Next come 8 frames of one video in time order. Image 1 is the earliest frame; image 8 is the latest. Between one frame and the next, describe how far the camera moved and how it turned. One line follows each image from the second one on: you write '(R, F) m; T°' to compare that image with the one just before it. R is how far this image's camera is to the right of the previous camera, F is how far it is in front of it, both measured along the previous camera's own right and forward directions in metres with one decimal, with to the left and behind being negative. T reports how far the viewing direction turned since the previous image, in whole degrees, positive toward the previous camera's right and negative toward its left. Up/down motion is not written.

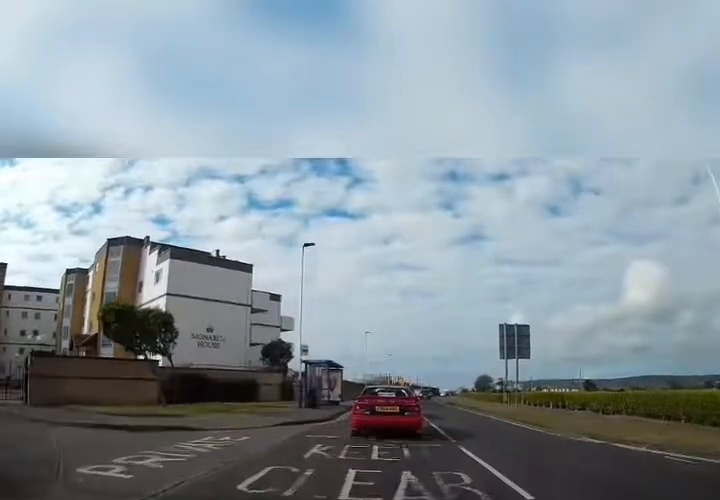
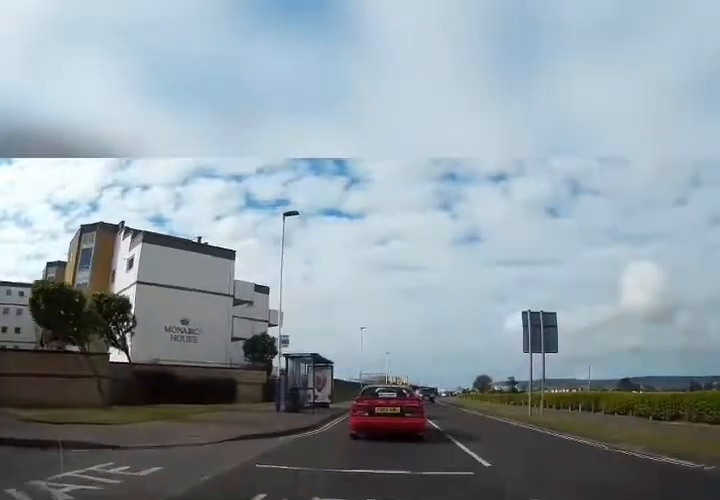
(0.0, +4.2) m; +1°
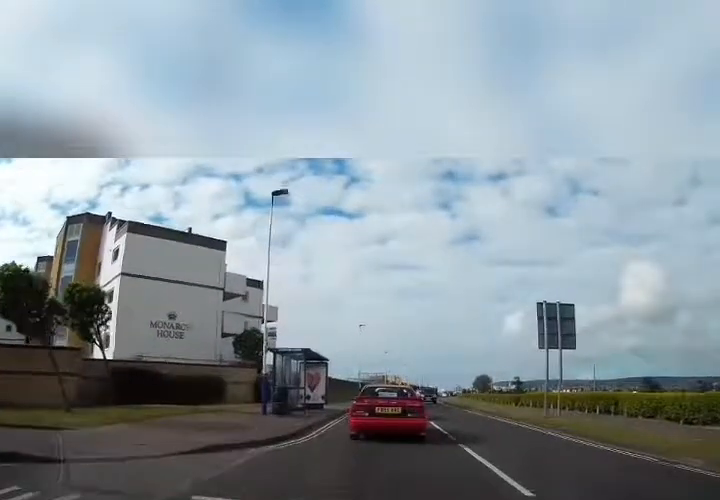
(0.0, +2.0) m; 0°
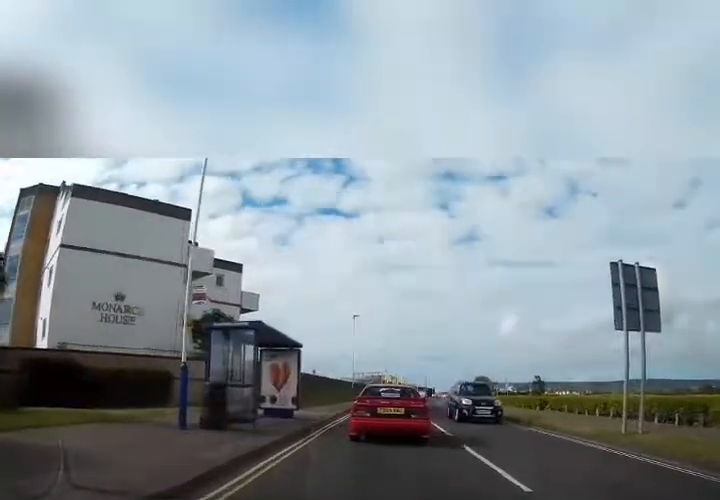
(-0.3, +6.5) m; -4°
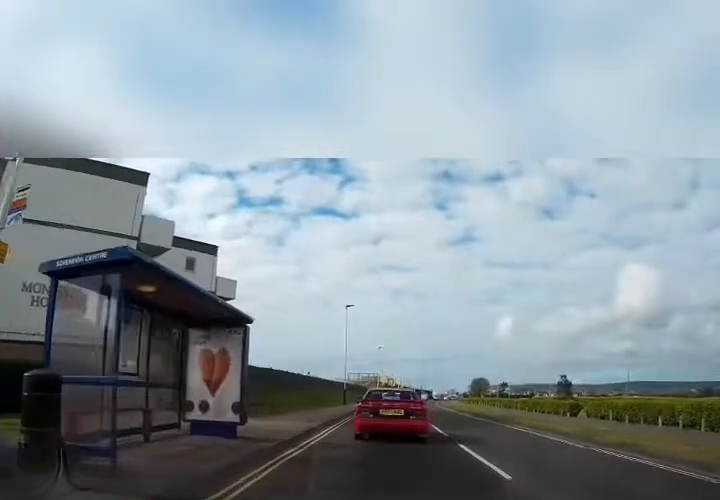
(+0.5, +5.6) m; +4°
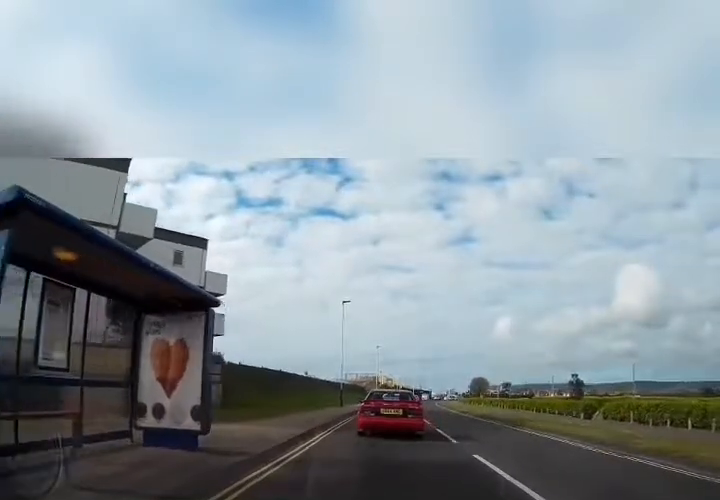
(-0.2, +2.0) m; -3°
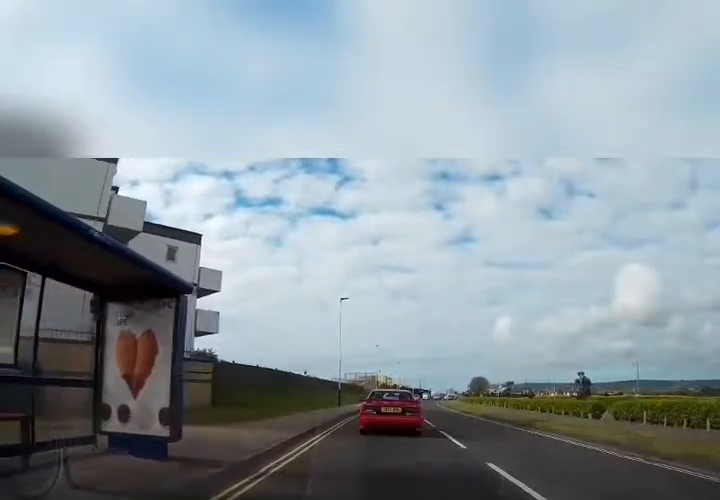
(0.0, +1.1) m; 0°
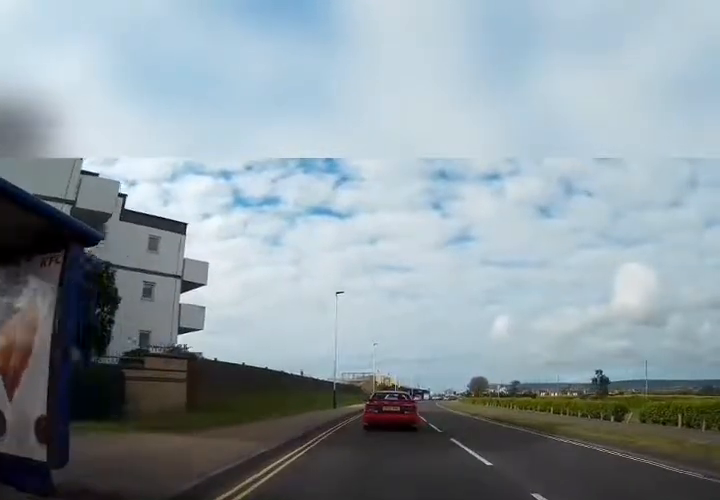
(+0.1, +2.6) m; +2°
